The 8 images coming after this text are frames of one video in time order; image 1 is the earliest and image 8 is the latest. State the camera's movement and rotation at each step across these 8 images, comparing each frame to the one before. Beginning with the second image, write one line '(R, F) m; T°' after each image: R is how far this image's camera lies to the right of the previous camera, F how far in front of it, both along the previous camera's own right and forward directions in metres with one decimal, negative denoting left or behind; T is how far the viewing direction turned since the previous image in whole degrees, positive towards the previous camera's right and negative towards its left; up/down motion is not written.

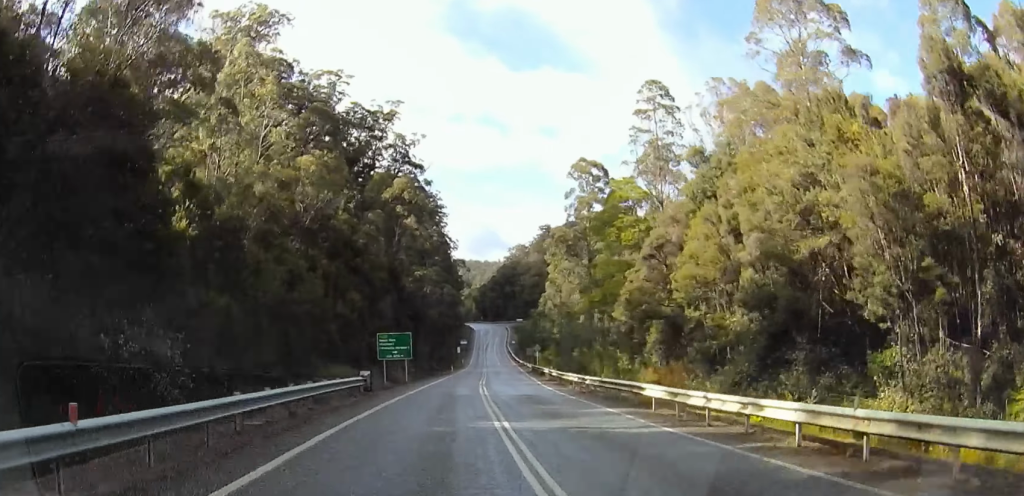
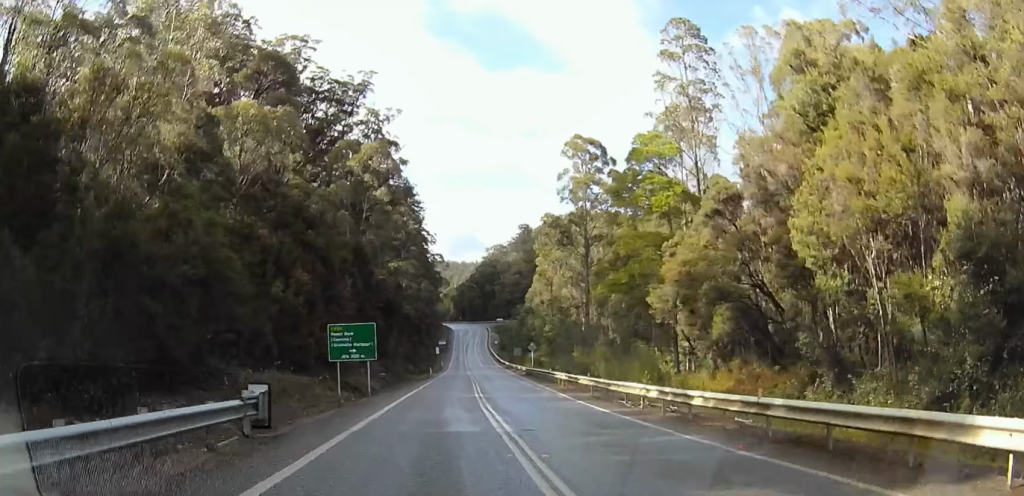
(0.0, +13.2) m; +1°
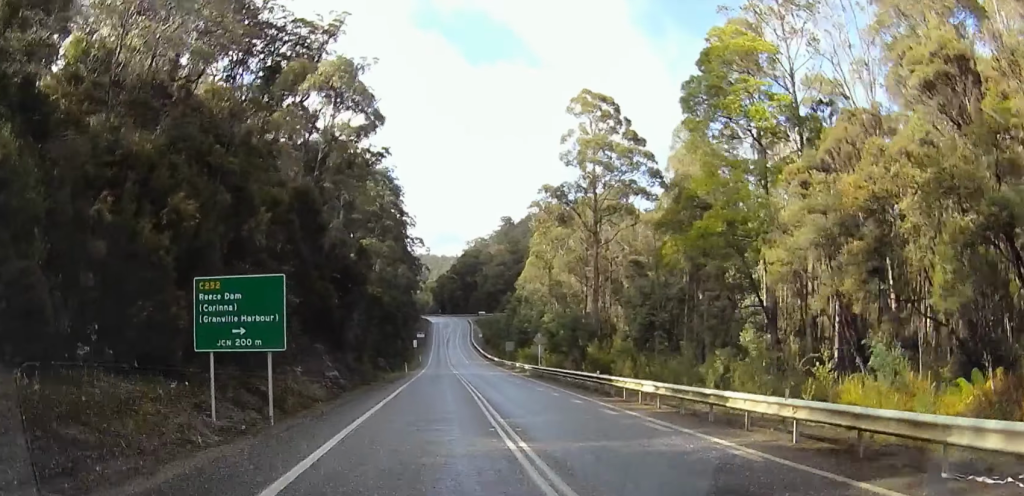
(+0.1, +16.1) m; +1°
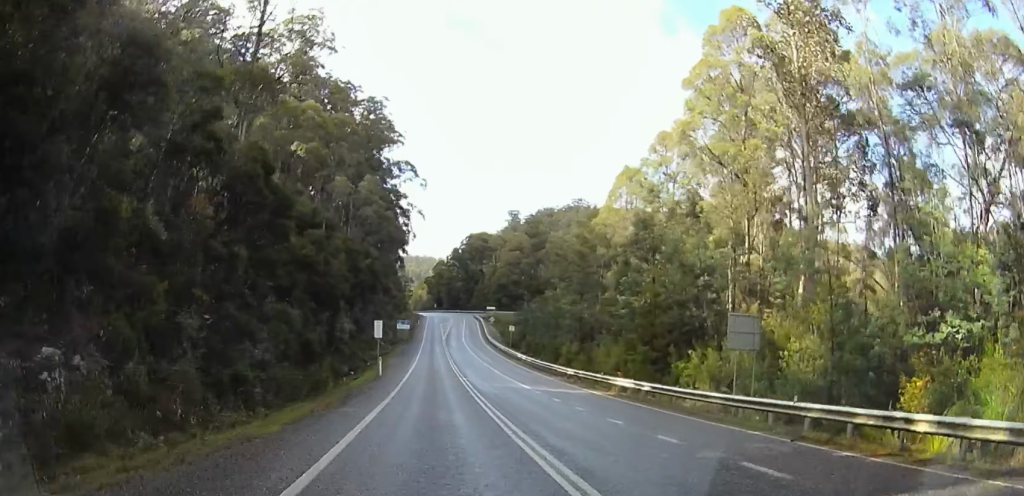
(+2.8, +71.6) m; +2°
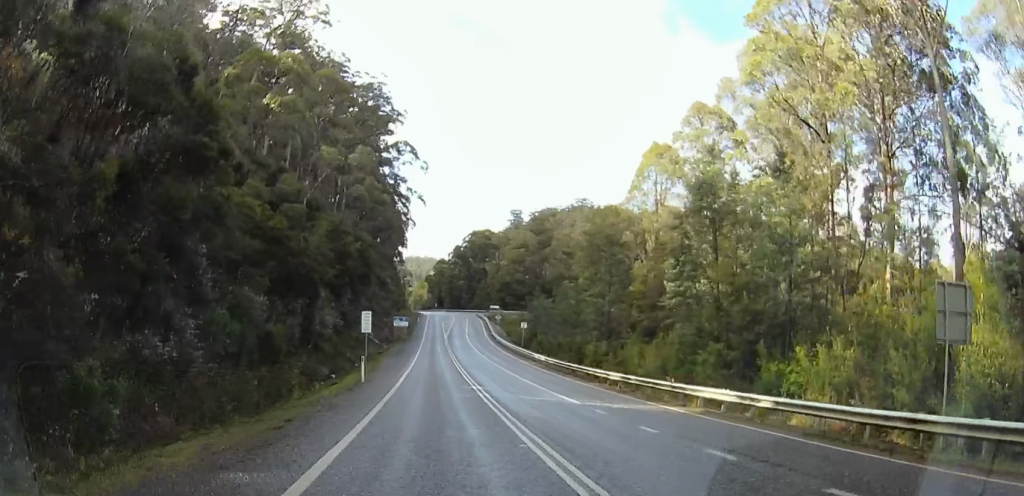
(-0.2, +10.4) m; -1°
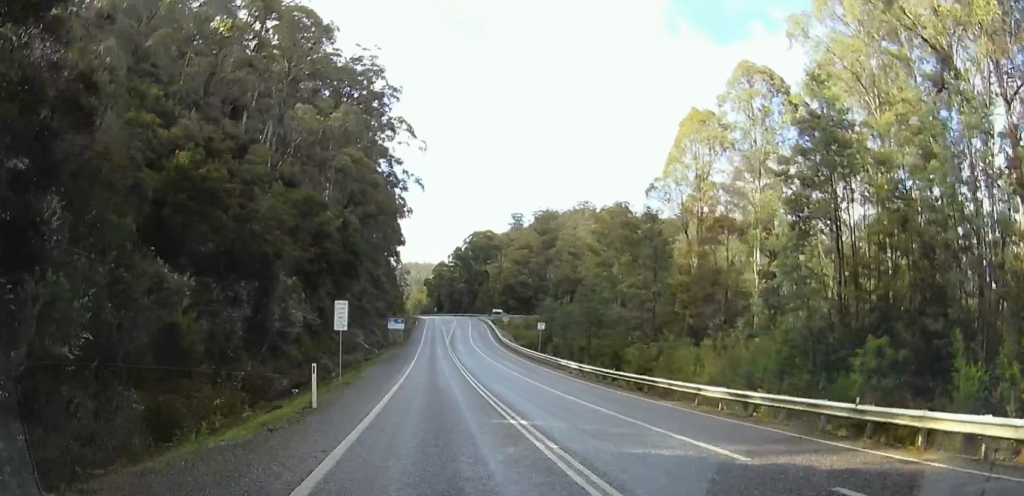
(0.0, +11.9) m; 0°
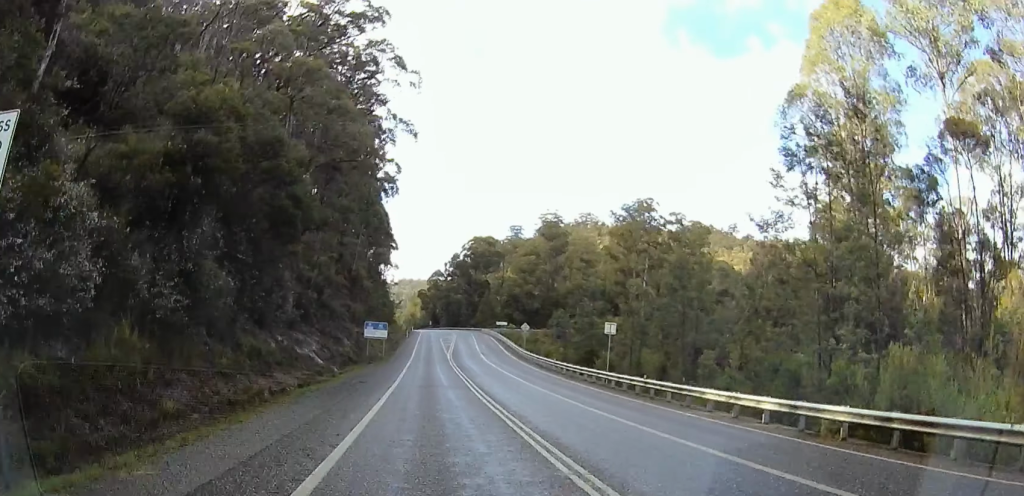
(0.0, +25.5) m; +1°
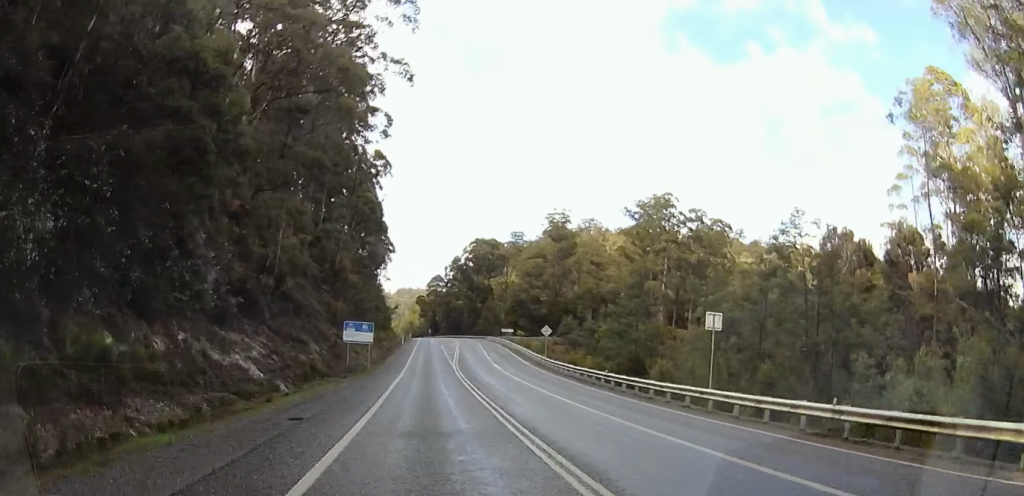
(+0.2, +14.2) m; +1°
